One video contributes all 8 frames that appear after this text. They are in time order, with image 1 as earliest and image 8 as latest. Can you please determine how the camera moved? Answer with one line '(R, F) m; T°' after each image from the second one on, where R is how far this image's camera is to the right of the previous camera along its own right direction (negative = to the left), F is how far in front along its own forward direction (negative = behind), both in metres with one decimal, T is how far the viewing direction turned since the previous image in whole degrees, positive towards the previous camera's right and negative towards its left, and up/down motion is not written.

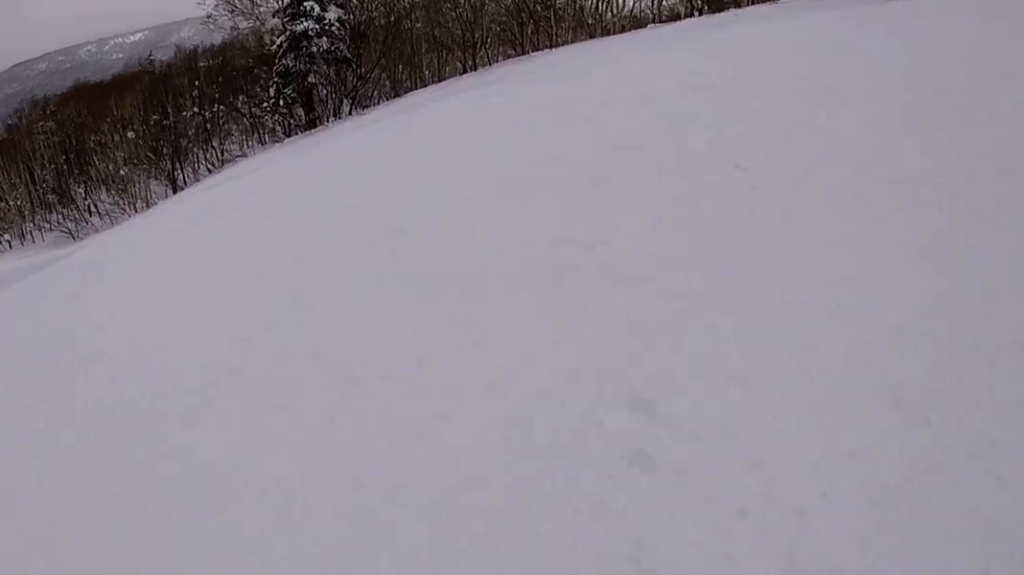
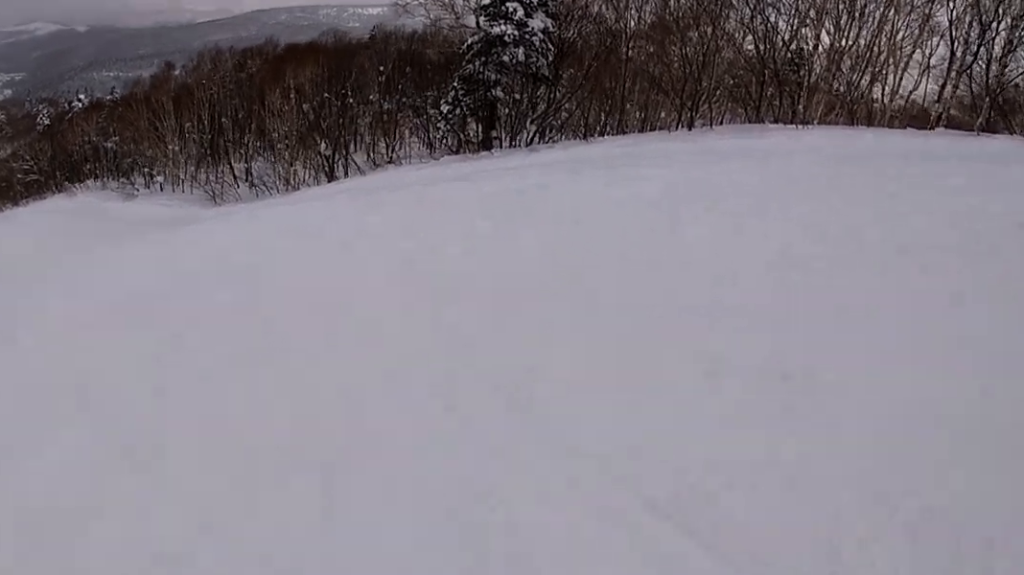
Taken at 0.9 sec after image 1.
(+0.5, +8.5) m; 0°
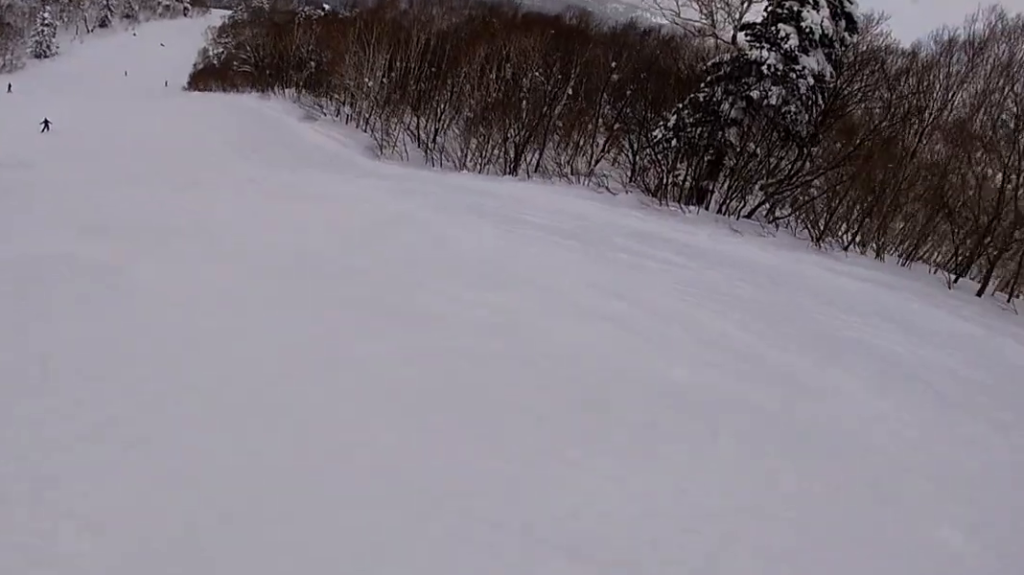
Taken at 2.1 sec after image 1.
(-0.7, +10.0) m; -17°
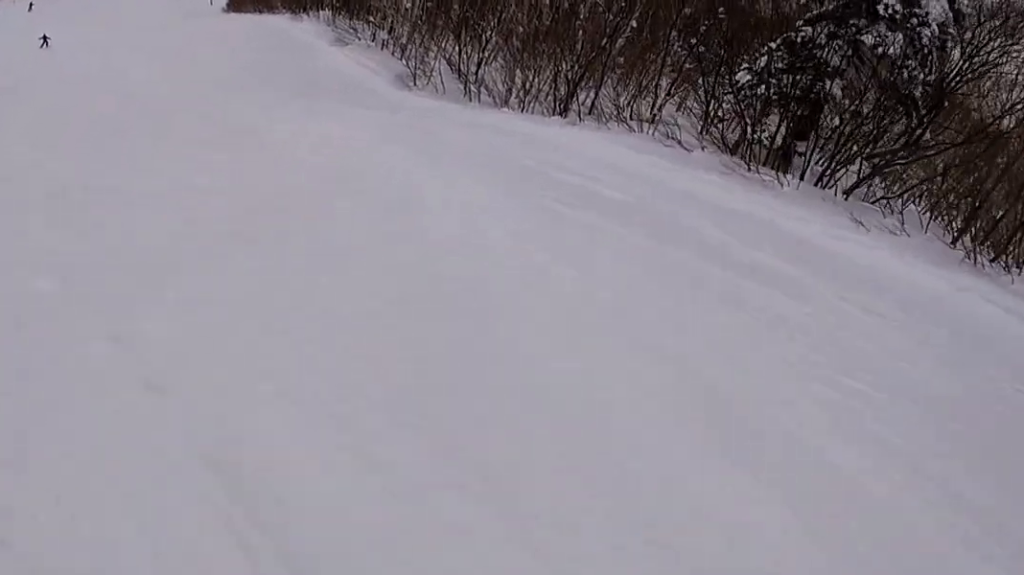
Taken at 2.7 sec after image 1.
(+0.6, +5.6) m; -20°
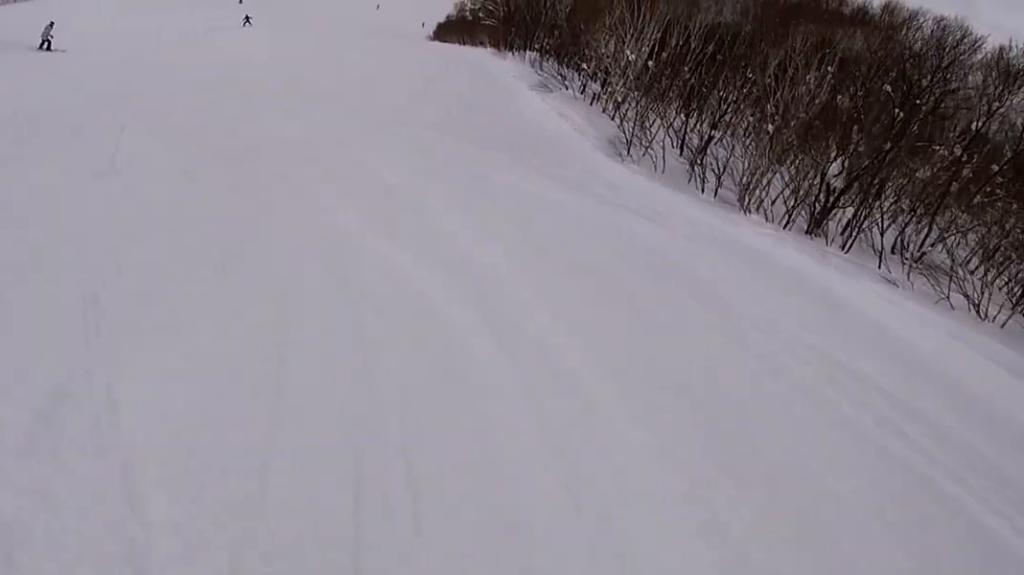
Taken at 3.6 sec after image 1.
(-3.7, +8.0) m; -32°
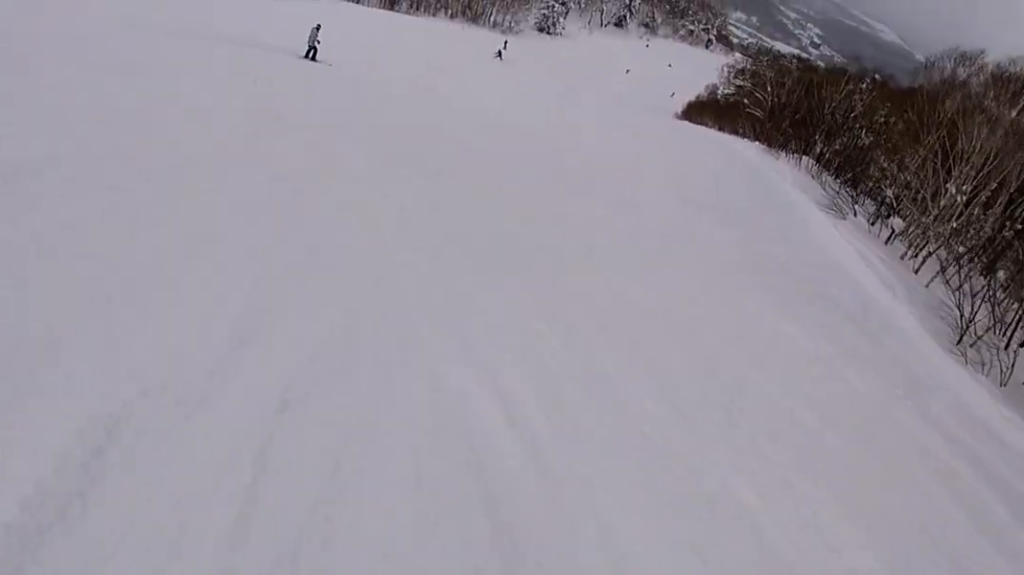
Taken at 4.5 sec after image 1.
(-1.3, +8.7) m; -17°
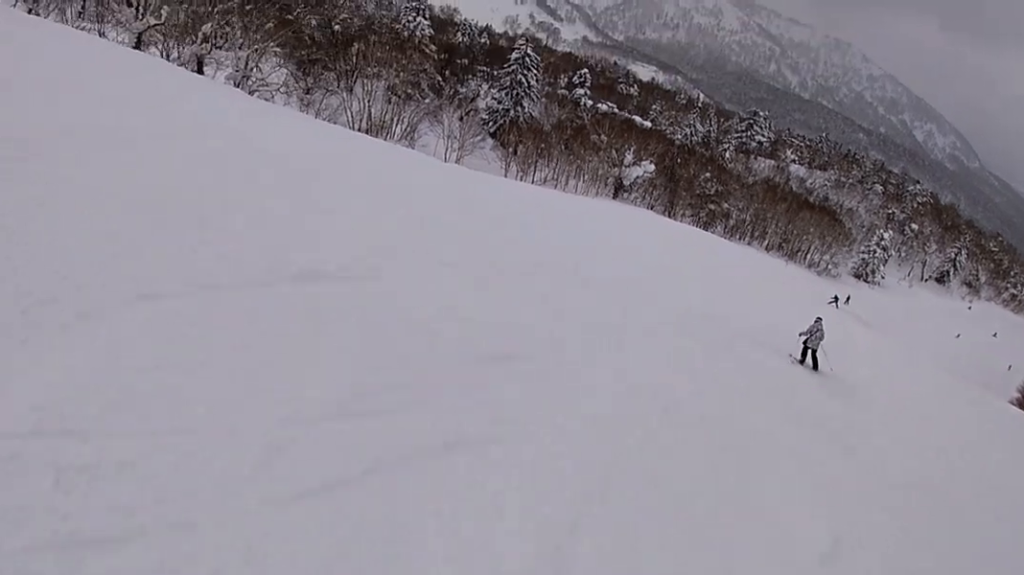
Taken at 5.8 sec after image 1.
(-3.0, +12.3) m; -29°
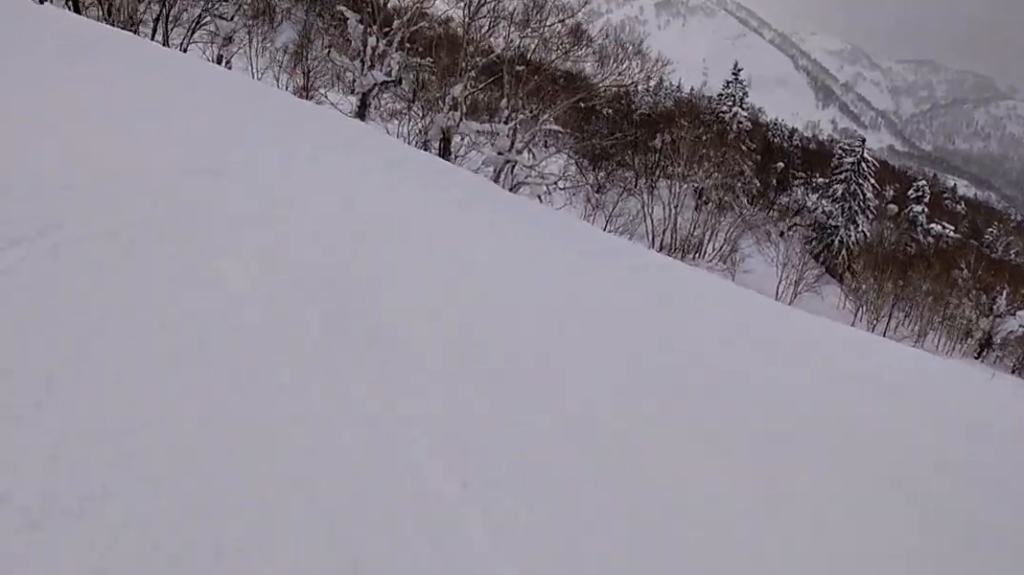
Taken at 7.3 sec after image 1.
(-3.1, +13.5) m; -20°
